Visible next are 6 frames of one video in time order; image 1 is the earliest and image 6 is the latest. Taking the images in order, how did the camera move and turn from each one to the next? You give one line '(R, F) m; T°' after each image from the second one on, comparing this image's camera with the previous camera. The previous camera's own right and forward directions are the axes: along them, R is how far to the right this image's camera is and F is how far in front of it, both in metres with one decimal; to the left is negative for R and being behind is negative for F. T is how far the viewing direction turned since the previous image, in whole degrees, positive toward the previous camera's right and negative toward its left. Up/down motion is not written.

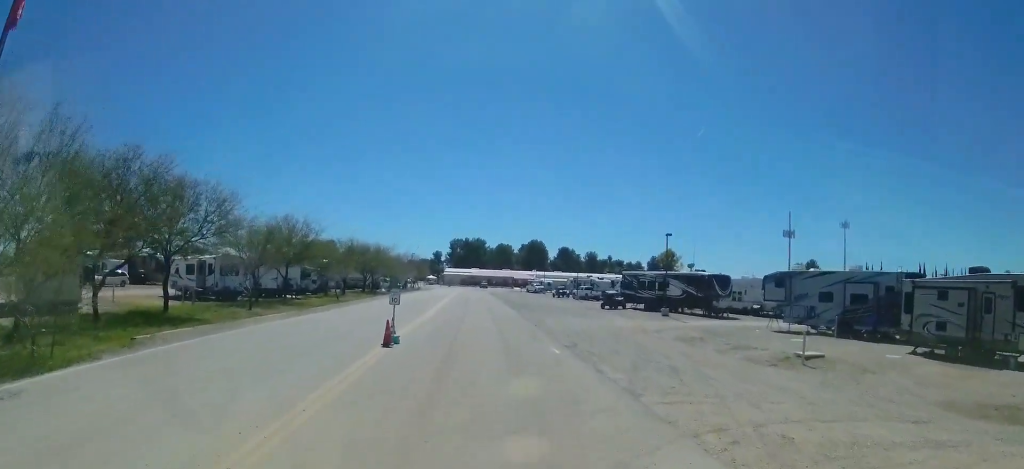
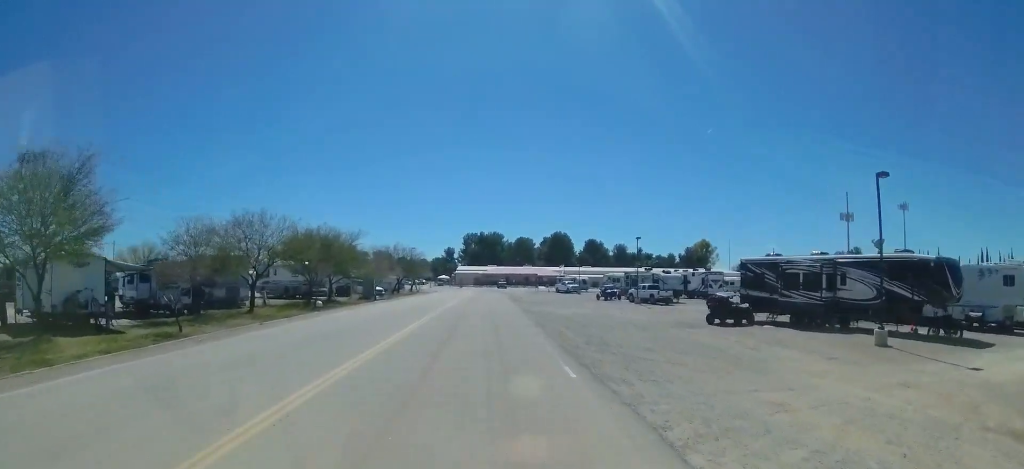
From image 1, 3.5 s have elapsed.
(0.0, +26.5) m; 0°
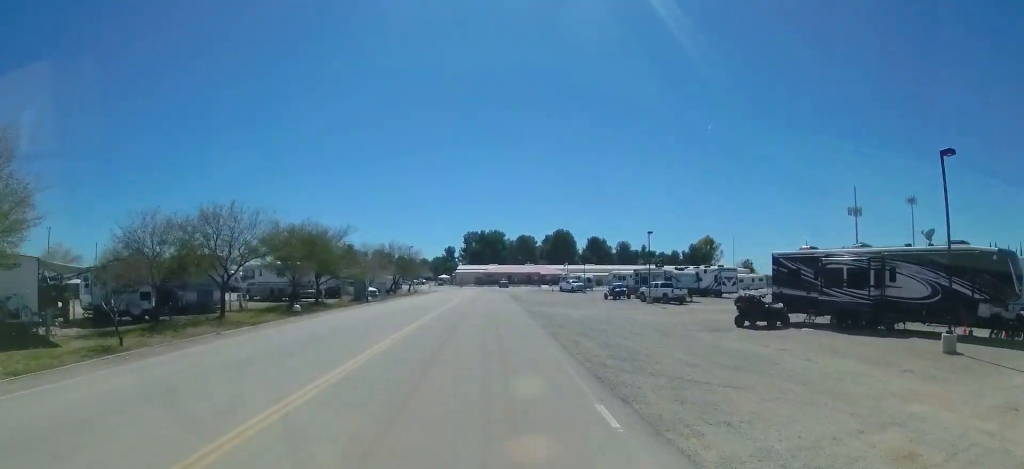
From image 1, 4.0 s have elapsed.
(0.0, +4.0) m; 0°
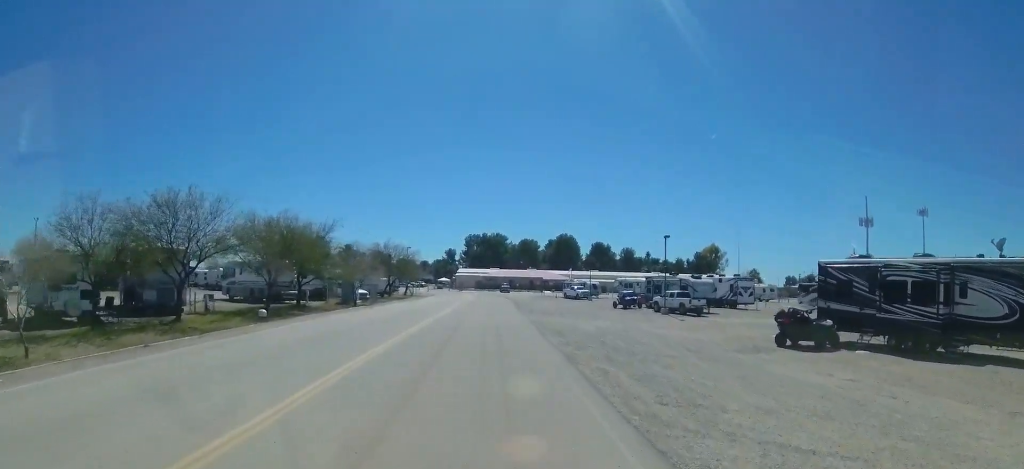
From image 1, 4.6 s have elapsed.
(0.0, +4.7) m; 0°
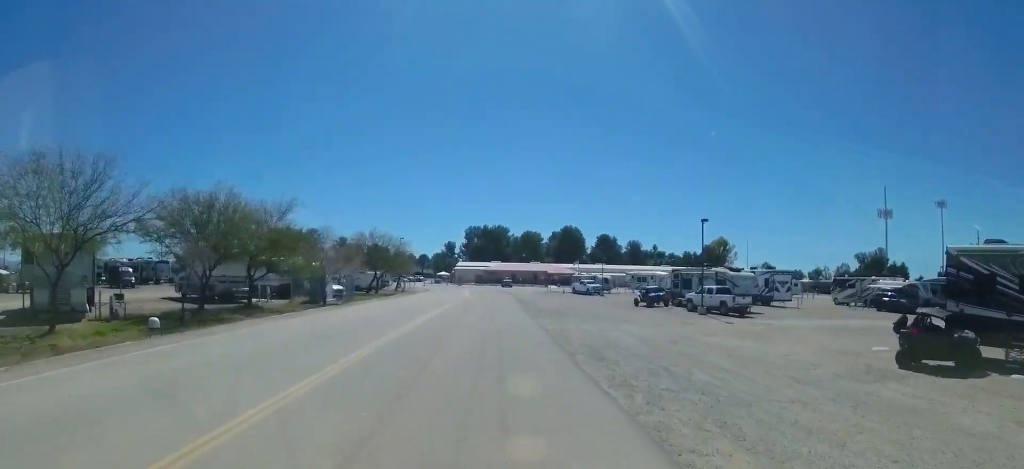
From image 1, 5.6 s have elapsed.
(0.0, +8.9) m; 0°
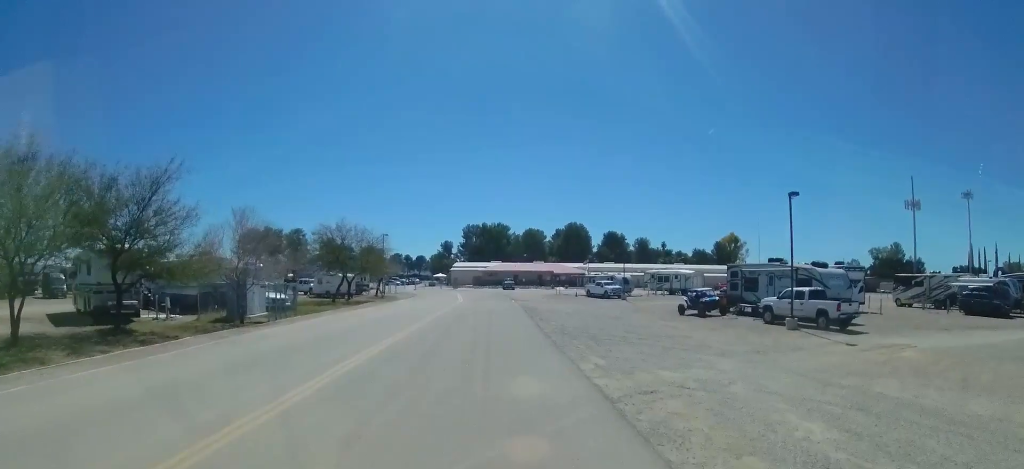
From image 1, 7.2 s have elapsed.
(0.0, +13.0) m; 0°
